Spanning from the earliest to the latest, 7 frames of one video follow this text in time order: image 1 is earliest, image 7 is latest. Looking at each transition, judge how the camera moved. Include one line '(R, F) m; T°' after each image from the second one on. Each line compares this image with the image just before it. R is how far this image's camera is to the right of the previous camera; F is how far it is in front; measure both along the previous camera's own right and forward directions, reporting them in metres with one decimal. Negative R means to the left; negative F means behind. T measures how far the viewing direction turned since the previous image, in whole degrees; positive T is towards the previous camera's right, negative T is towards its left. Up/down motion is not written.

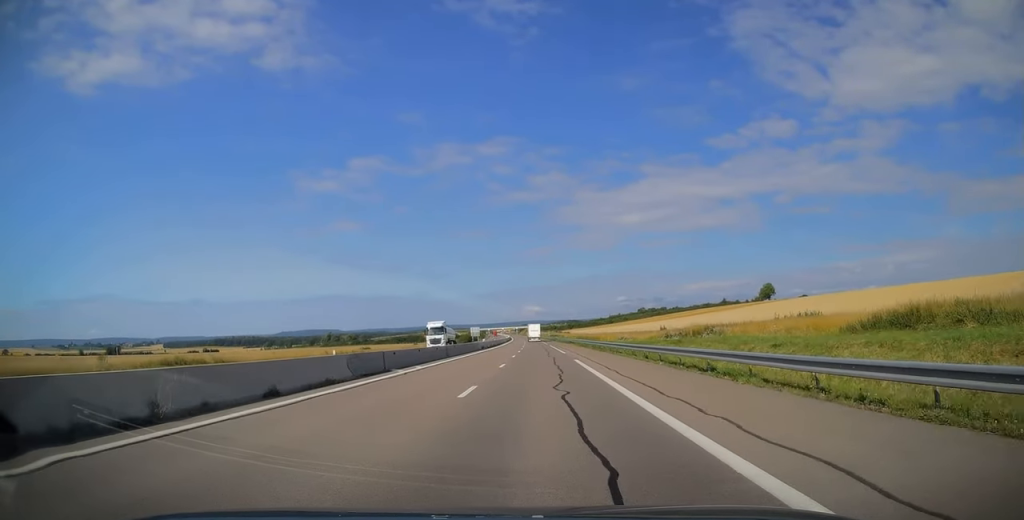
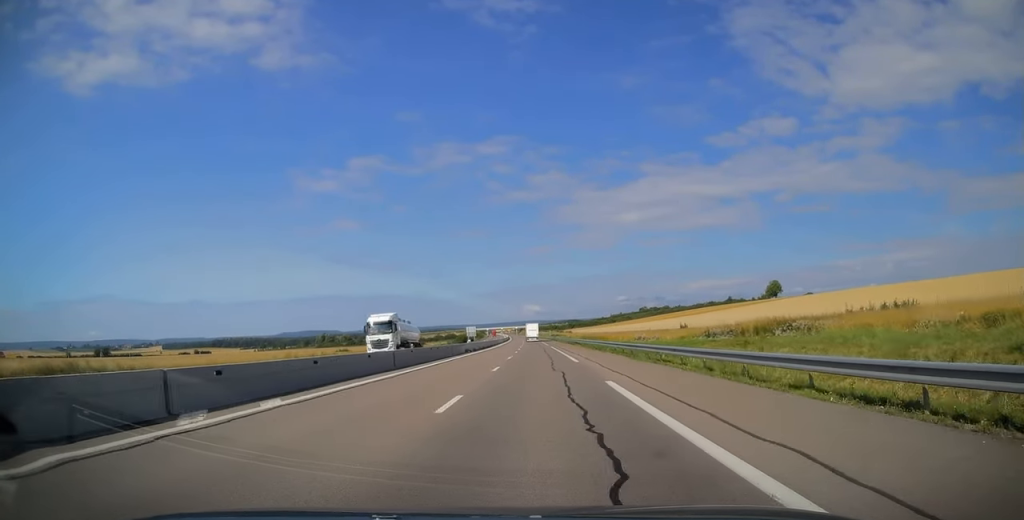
(0.0, +15.7) m; 0°
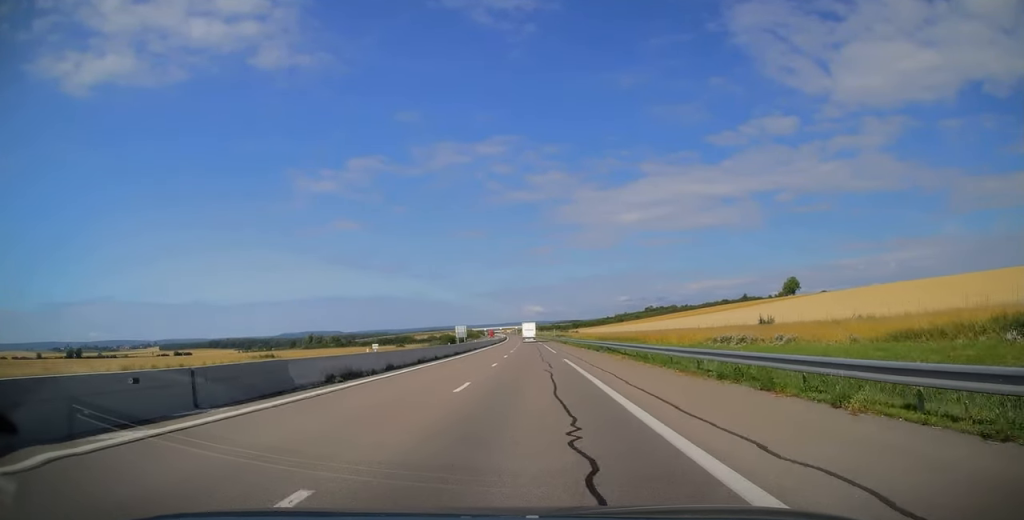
(+0.2, +34.8) m; 0°
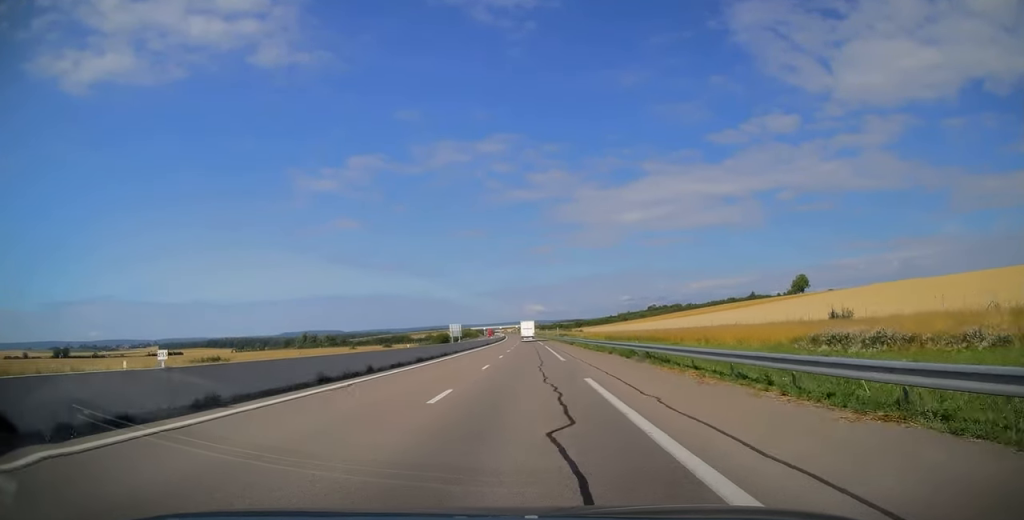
(+0.1, +15.7) m; 0°
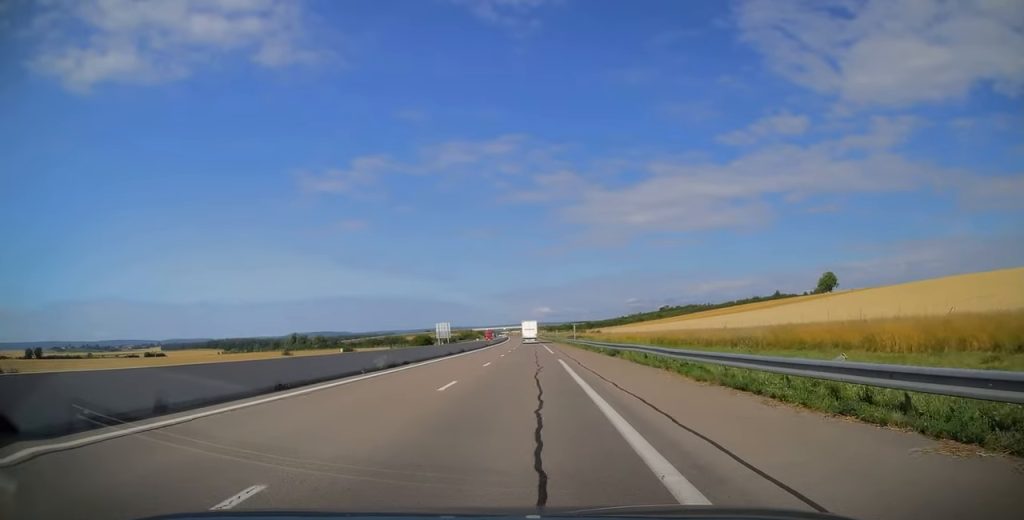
(-0.7, +36.2) m; -2°
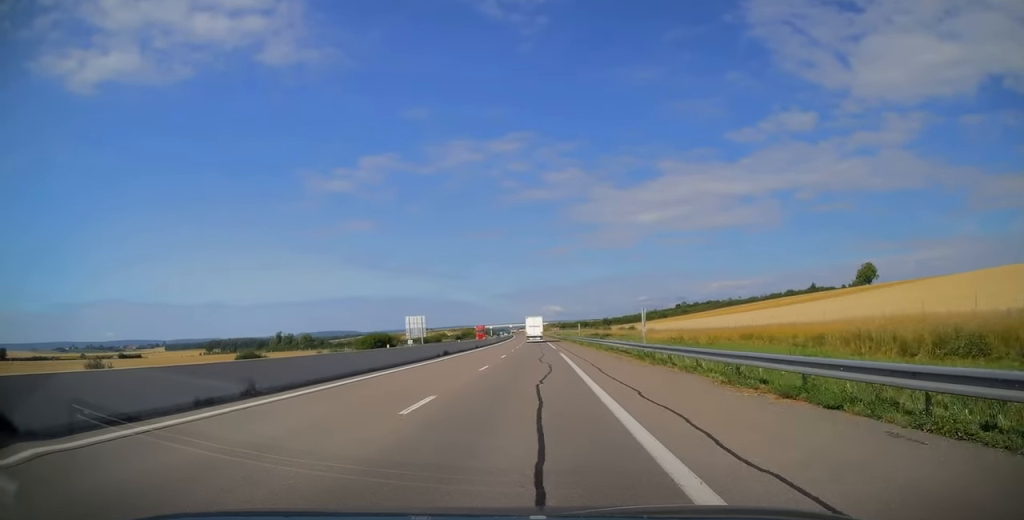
(-0.5, +44.1) m; 0°
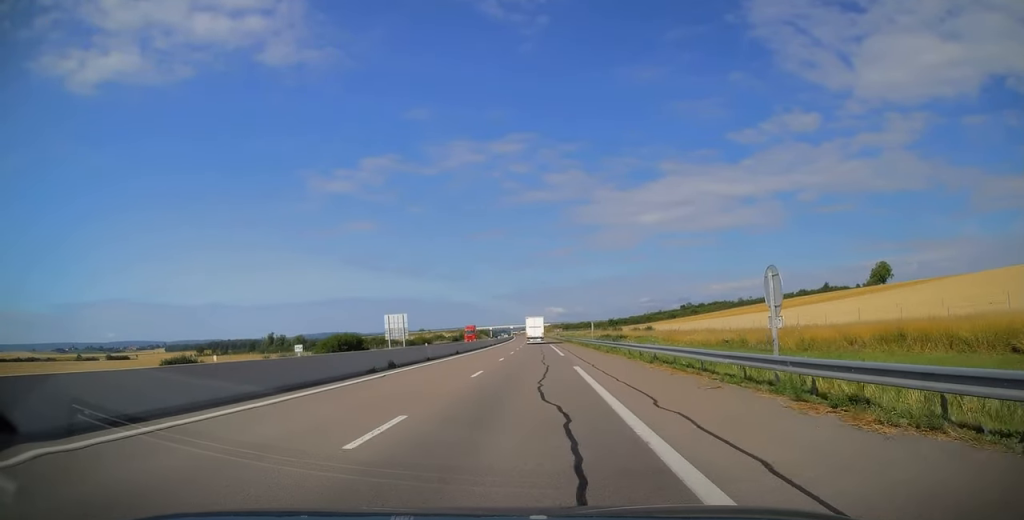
(+0.1, +16.1) m; 0°
